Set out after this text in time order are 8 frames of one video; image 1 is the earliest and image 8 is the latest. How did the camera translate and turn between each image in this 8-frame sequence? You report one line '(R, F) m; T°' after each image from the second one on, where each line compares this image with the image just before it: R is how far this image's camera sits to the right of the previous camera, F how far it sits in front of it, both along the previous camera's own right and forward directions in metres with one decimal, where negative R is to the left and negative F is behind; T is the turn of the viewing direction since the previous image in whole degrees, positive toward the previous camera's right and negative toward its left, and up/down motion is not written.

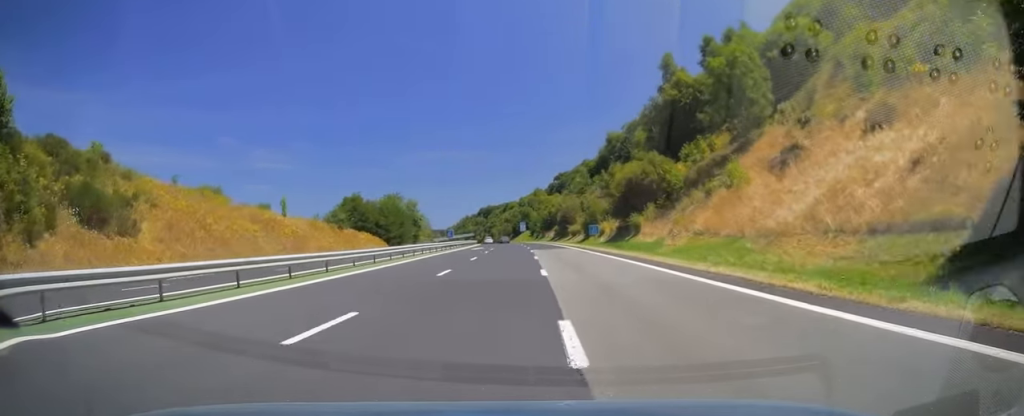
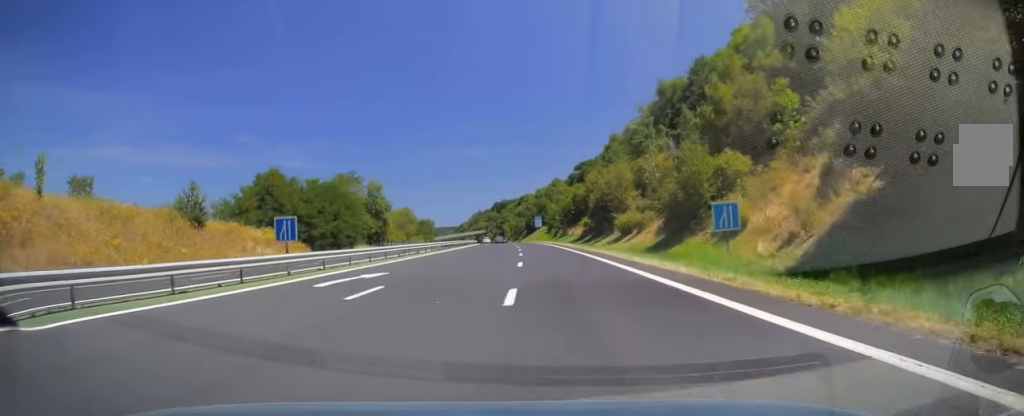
(-0.3, +46.5) m; -1°
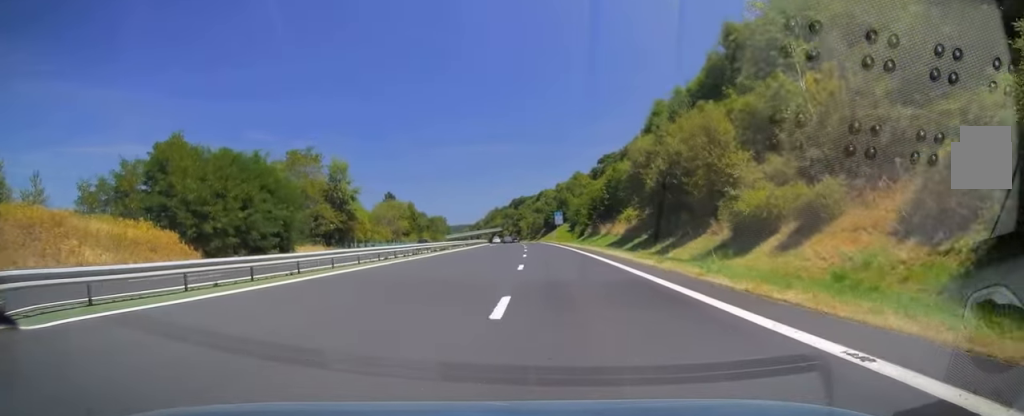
(0.0, +27.6) m; -1°
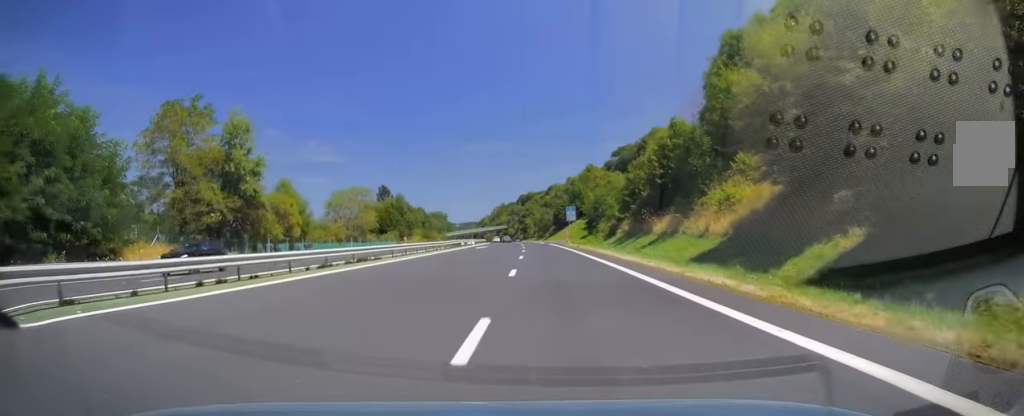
(-0.6, +29.1) m; -2°
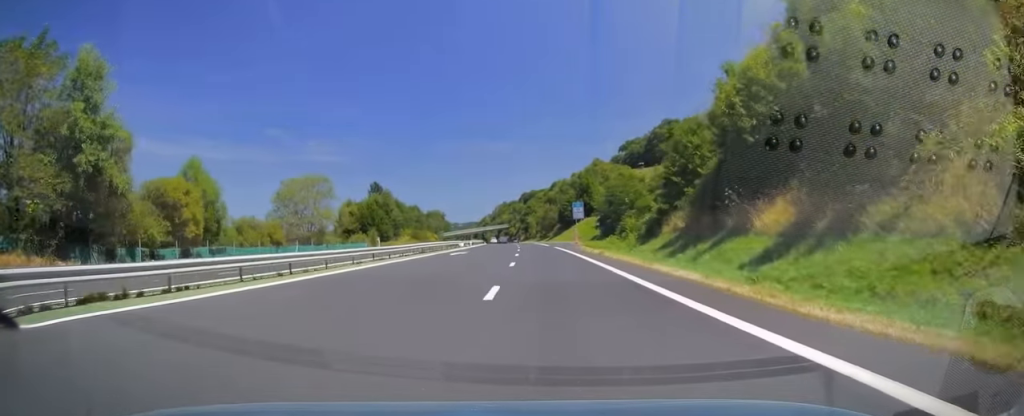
(+0.1, +19.8) m; -1°
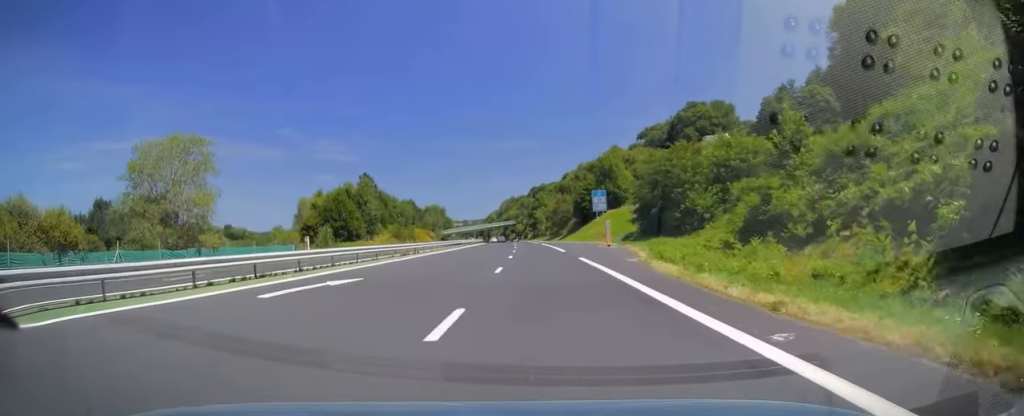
(-0.5, +30.8) m; -2°
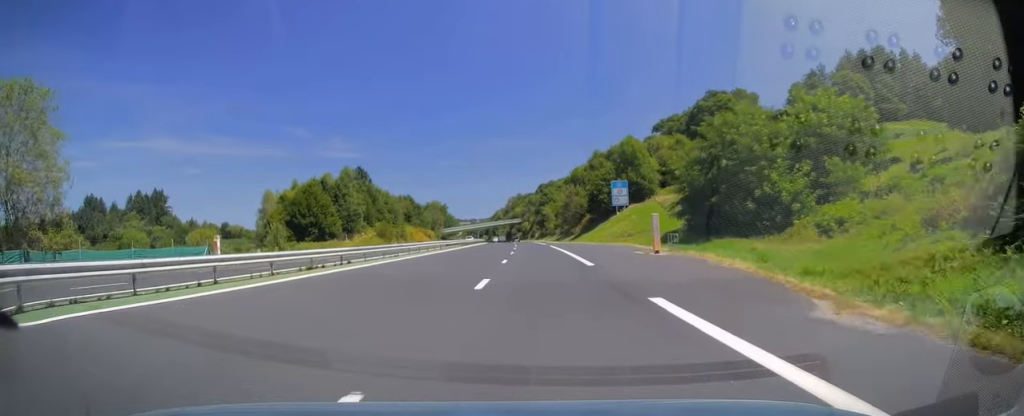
(-0.3, +18.9) m; -1°
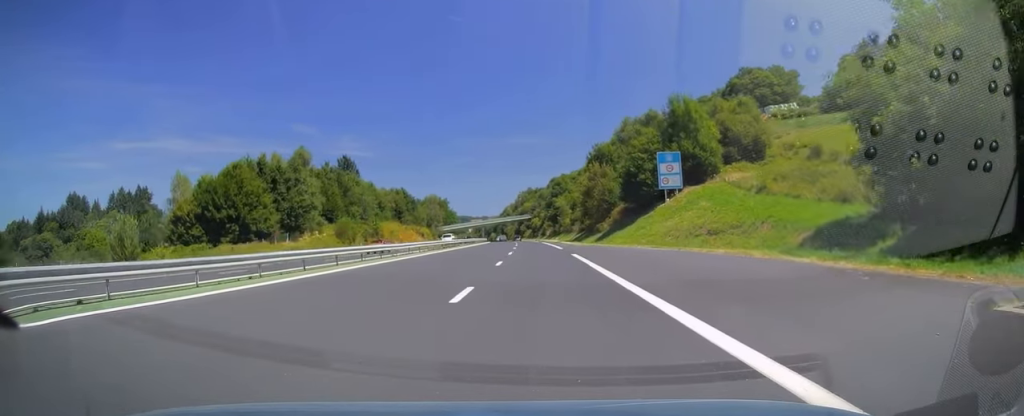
(-0.2, +29.3) m; -1°
